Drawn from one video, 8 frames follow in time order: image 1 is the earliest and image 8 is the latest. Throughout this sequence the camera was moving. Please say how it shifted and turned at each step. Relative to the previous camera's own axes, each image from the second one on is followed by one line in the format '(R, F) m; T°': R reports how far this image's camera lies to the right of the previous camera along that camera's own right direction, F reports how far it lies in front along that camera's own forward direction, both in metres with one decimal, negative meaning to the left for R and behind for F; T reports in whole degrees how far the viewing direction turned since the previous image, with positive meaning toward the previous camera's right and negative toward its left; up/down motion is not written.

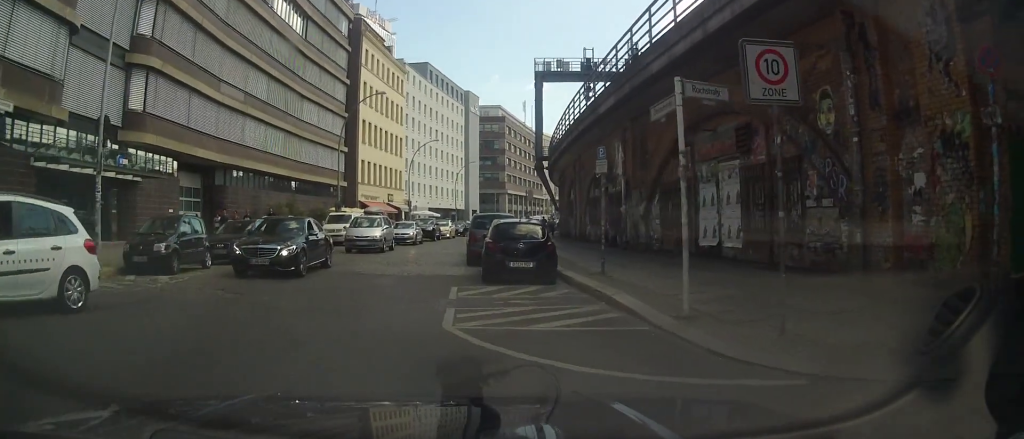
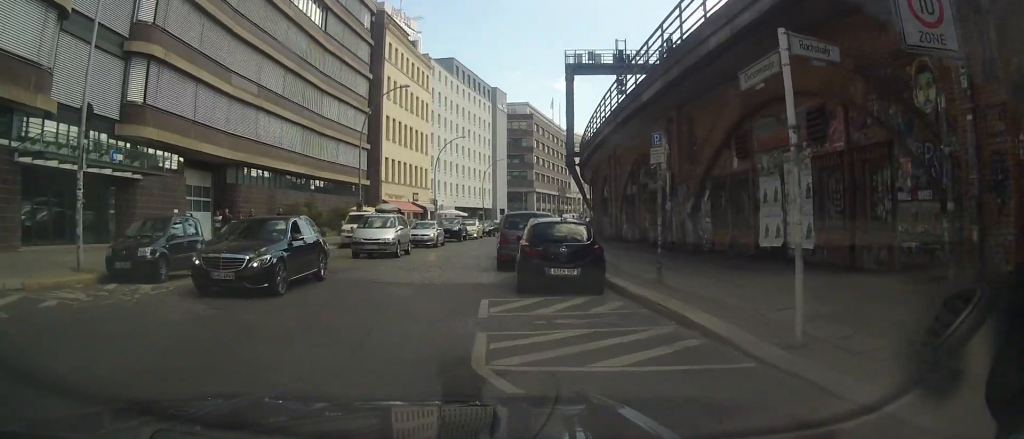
(0.0, +2.4) m; 0°
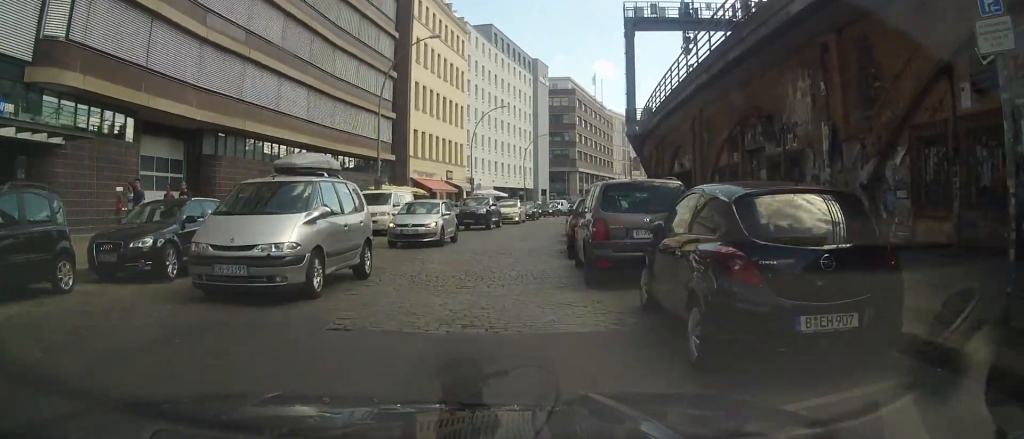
(+0.1, +8.3) m; +1°
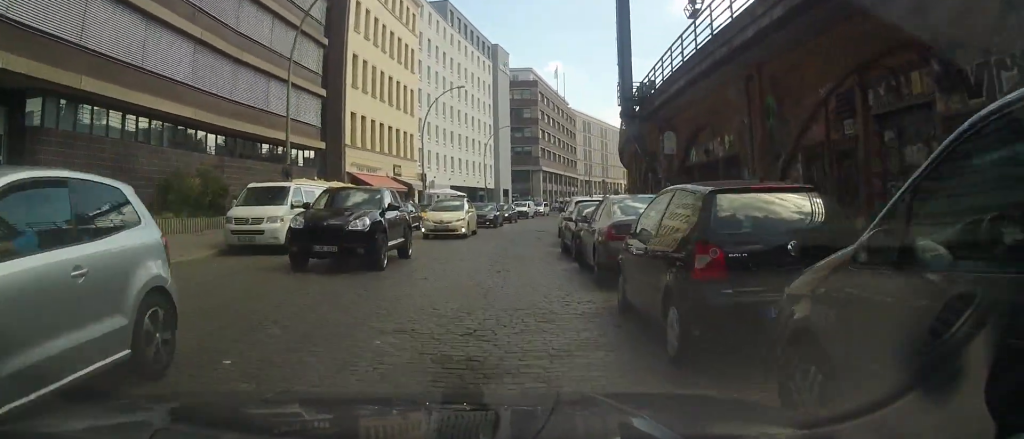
(+0.1, +10.1) m; +1°
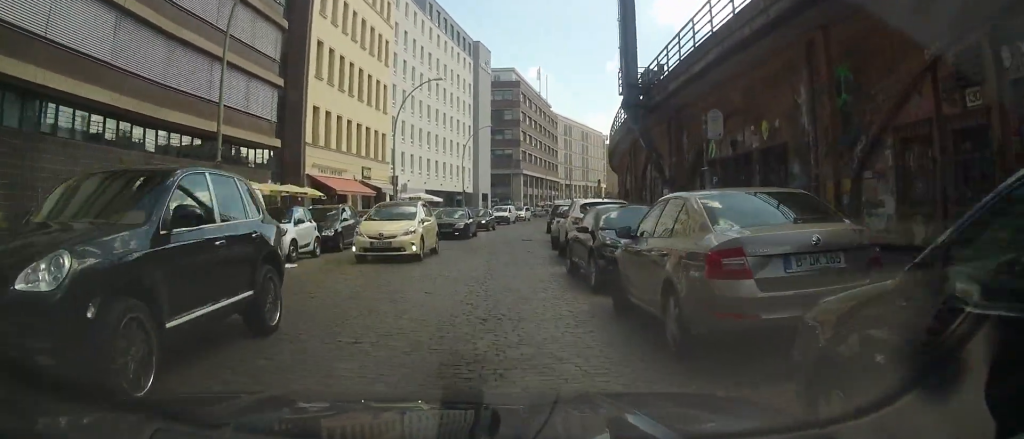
(0.0, +5.0) m; 0°
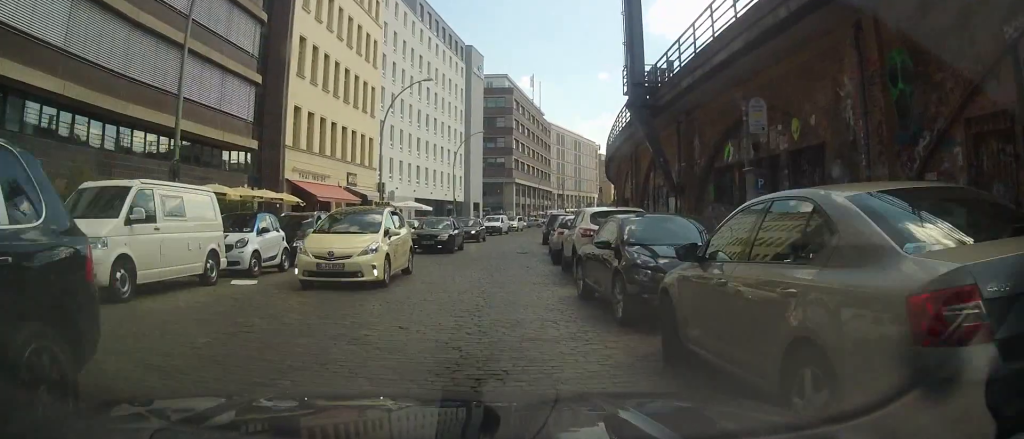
(0.0, +2.2) m; 0°
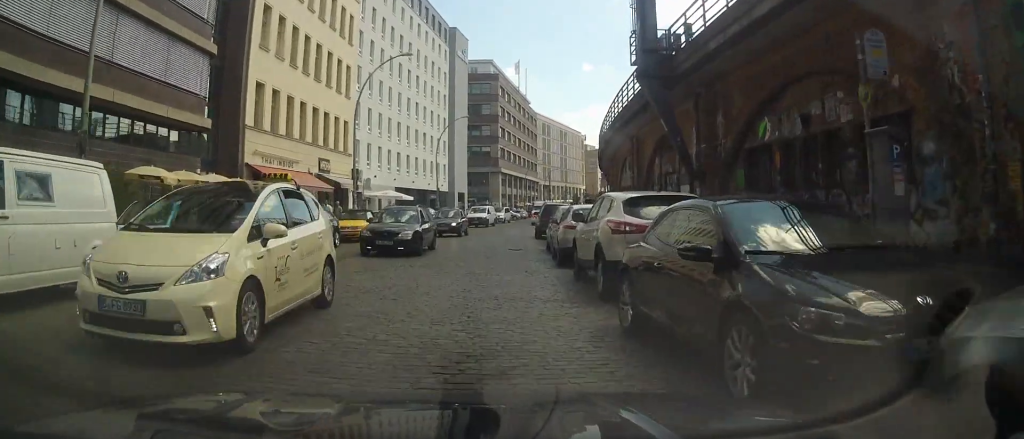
(0.0, +2.2) m; 0°
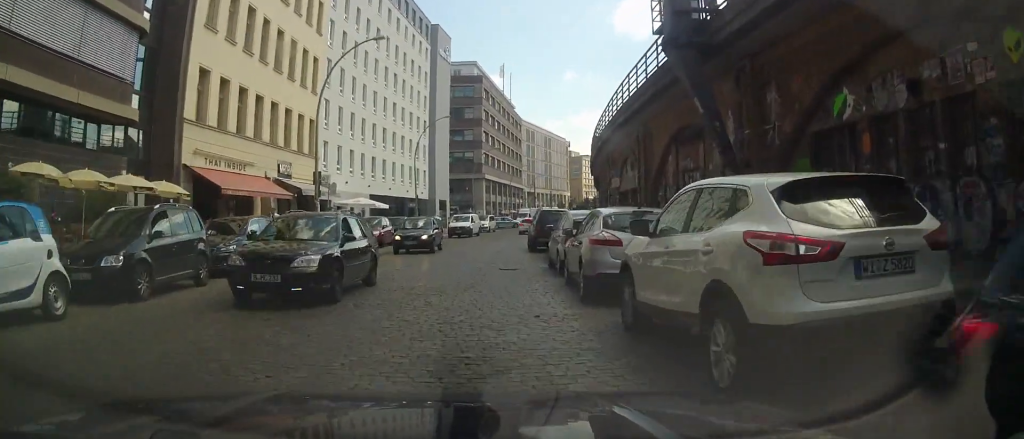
(0.0, +3.0) m; 0°
